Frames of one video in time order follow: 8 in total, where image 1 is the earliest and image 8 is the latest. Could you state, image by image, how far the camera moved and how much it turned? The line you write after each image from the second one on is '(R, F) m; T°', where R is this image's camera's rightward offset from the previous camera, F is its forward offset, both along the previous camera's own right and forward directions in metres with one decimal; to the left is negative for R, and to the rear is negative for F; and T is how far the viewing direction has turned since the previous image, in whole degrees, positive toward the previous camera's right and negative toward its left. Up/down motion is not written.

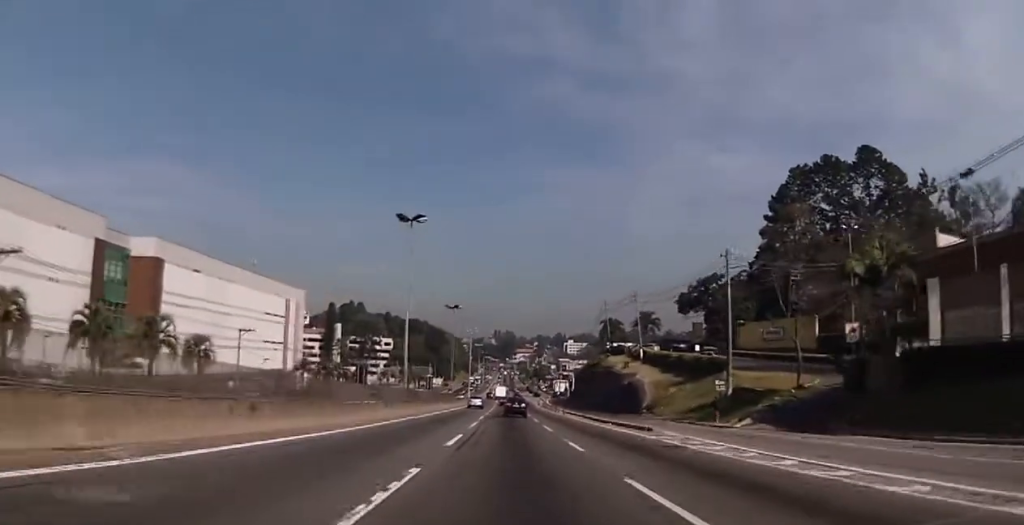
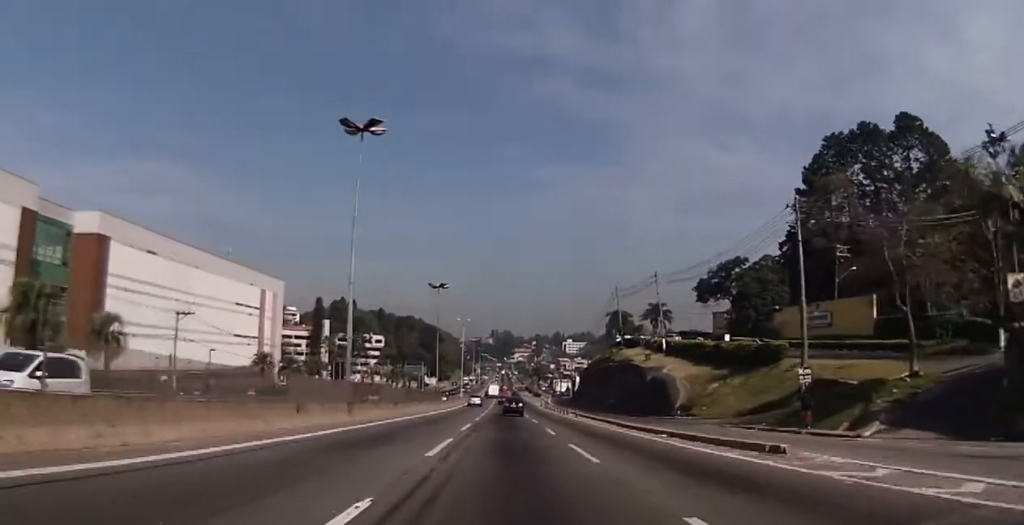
(0.0, +15.5) m; +1°
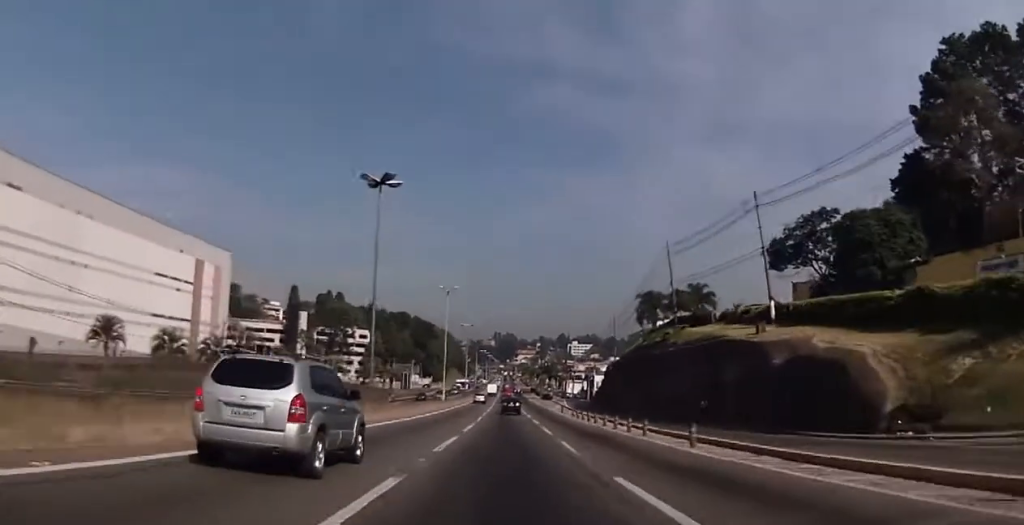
(+0.3, +34.4) m; 0°
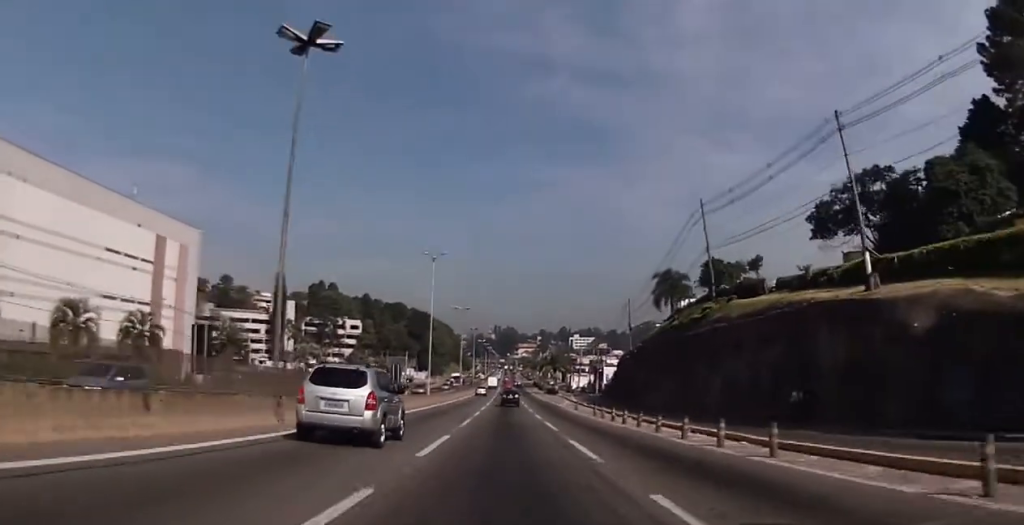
(-0.1, +14.9) m; 0°
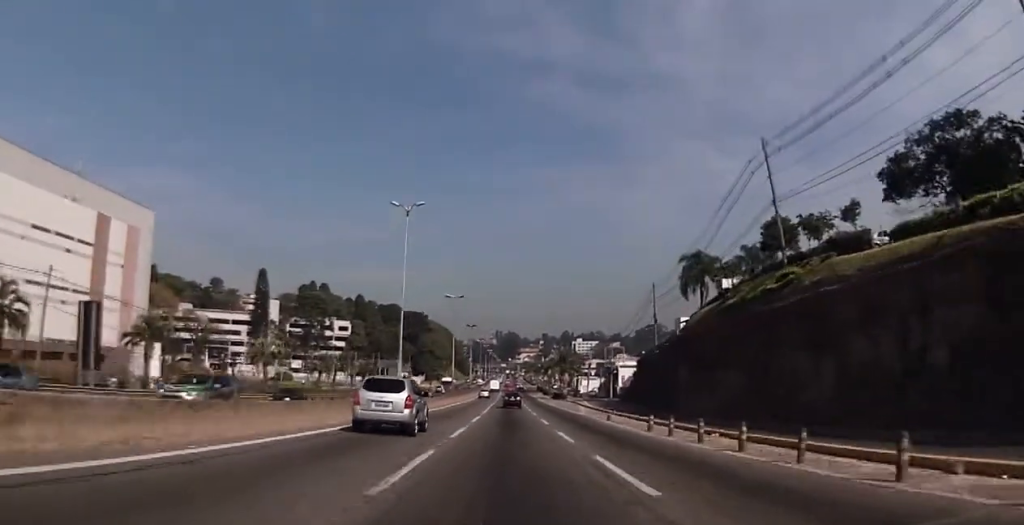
(0.0, +18.0) m; 0°
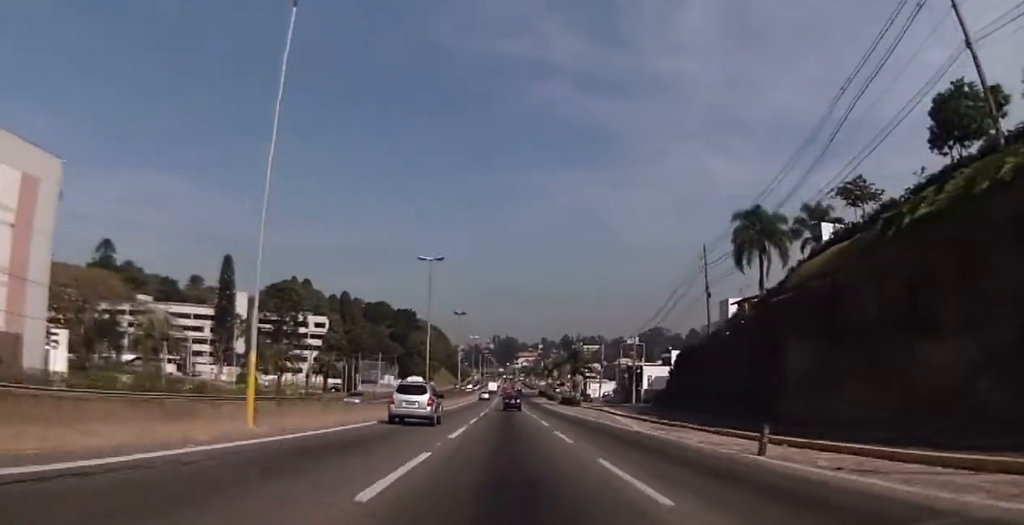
(+0.2, +26.9) m; 0°
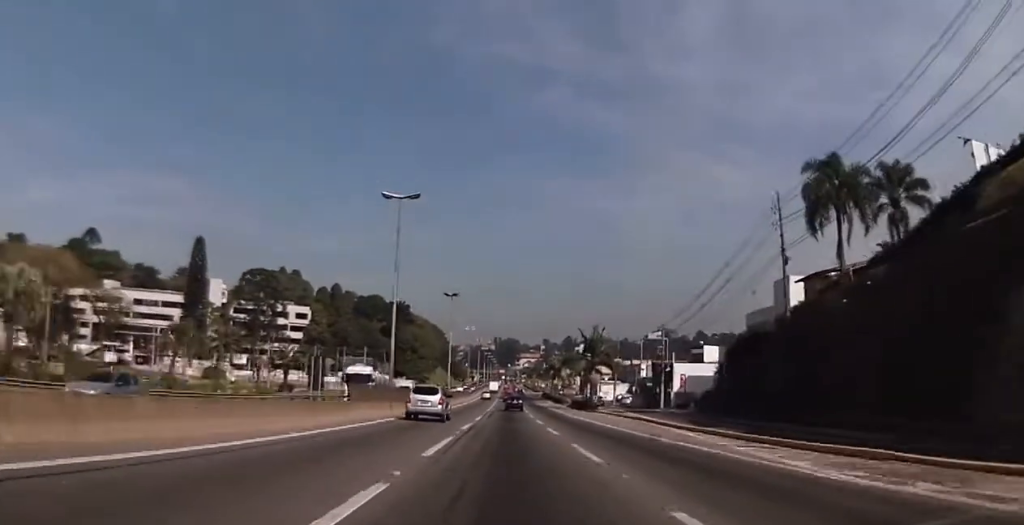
(-0.1, +21.6) m; 0°
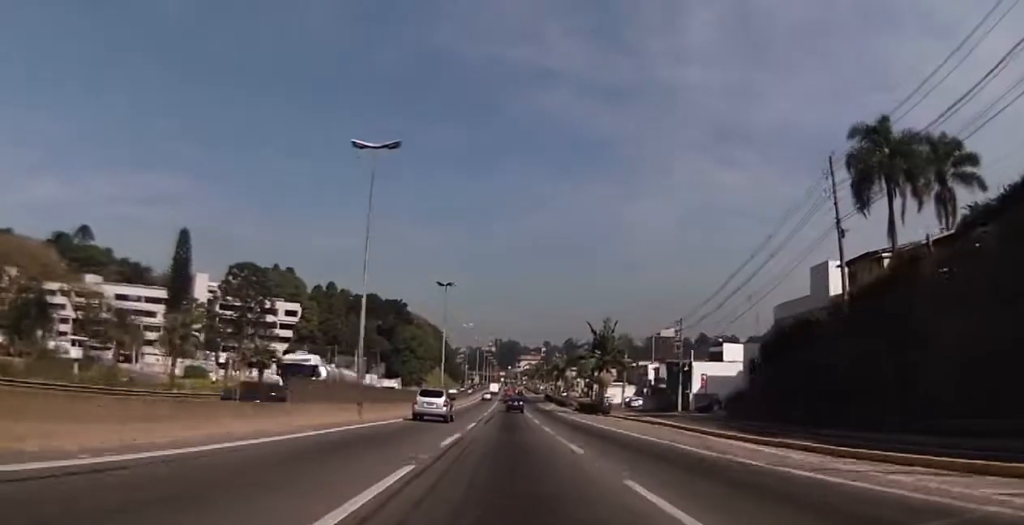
(0.0, +10.3) m; 0°
